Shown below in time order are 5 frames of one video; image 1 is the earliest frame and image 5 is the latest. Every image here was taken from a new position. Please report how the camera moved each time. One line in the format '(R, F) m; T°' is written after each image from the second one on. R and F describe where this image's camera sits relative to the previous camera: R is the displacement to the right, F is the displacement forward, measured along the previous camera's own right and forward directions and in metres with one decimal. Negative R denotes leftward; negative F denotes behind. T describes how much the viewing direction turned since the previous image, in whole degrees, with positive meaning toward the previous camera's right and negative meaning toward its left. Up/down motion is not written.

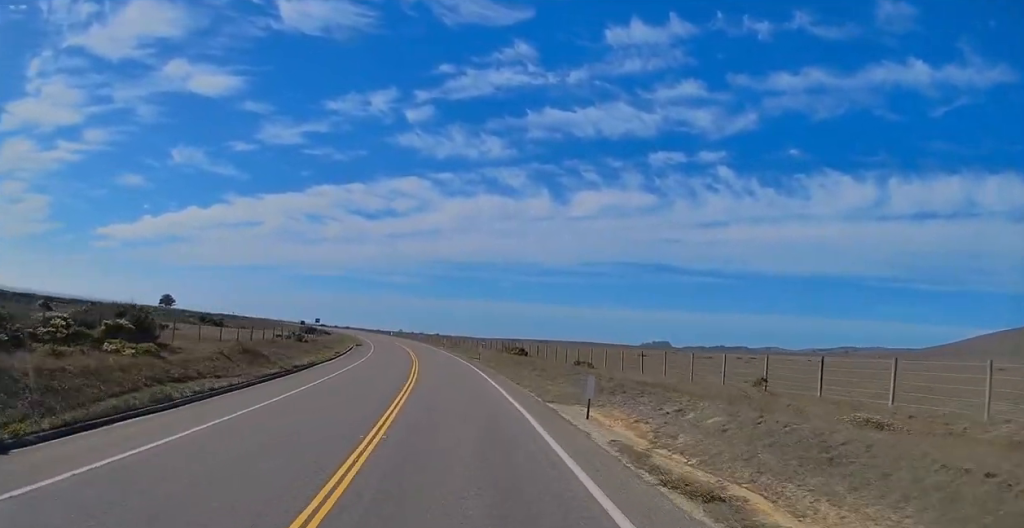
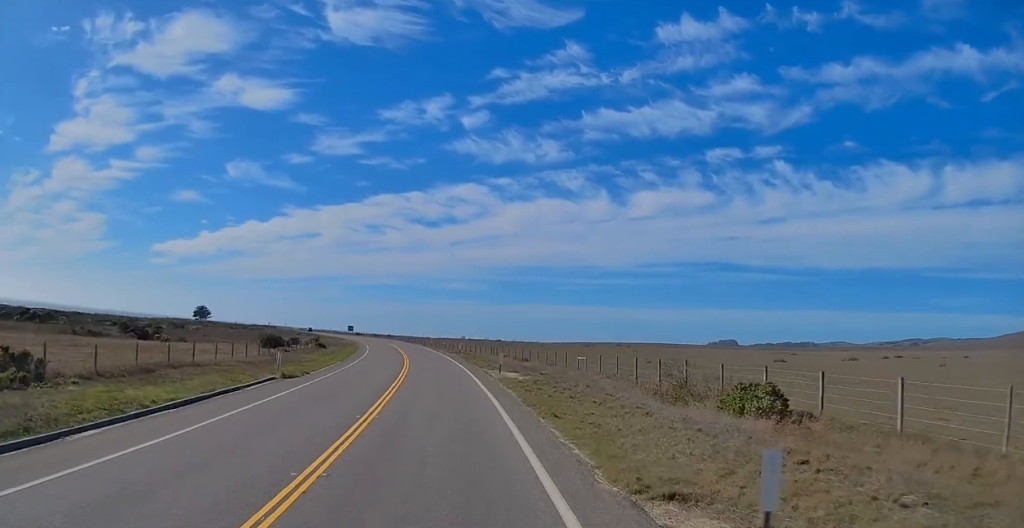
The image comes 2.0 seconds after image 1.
(-1.6, +49.8) m; -6°
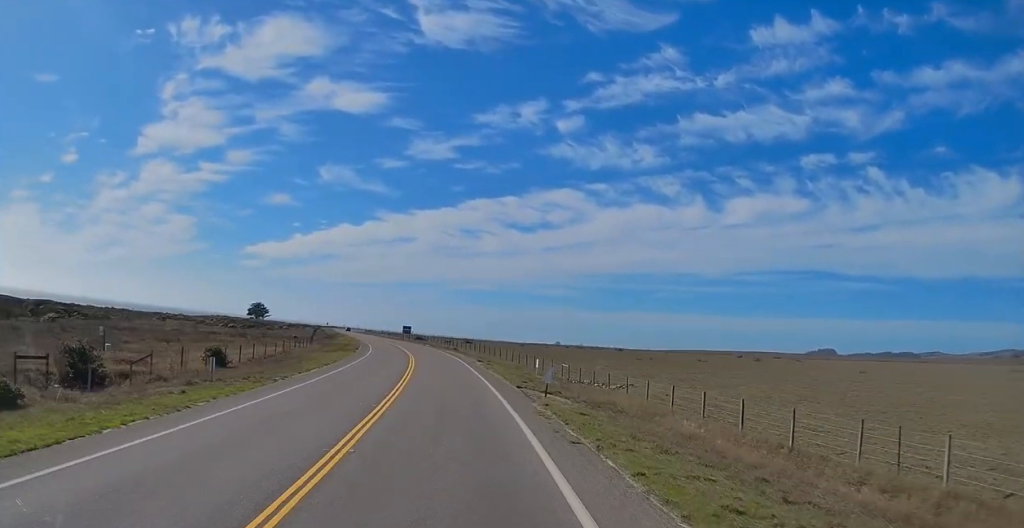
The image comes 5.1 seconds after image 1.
(-5.5, +73.9) m; -7°
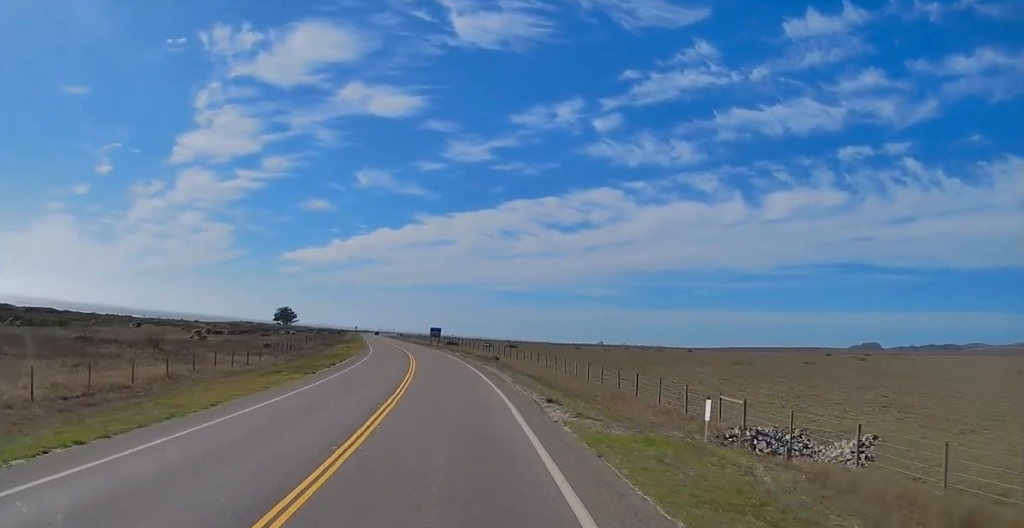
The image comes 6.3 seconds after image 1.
(-1.0, +28.7) m; -4°
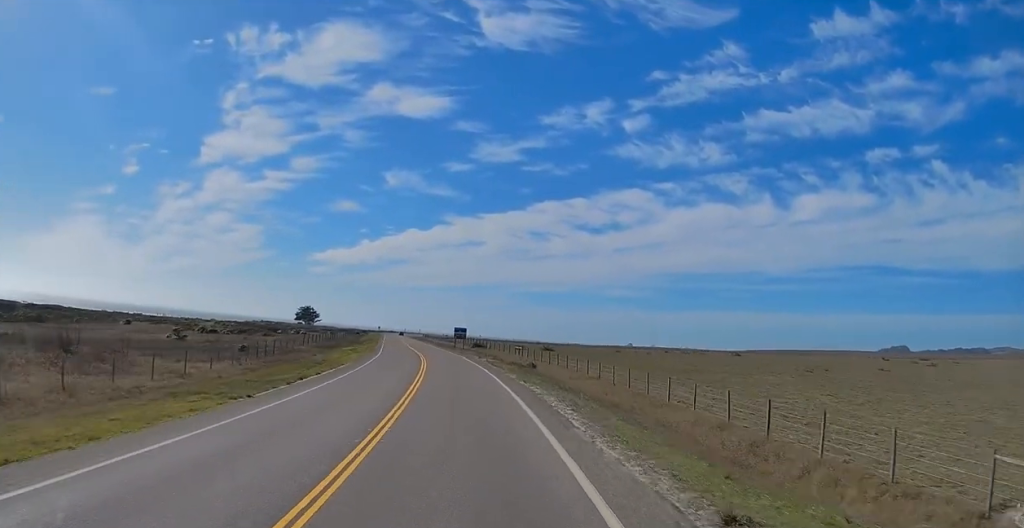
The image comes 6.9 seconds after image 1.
(-0.5, +13.0) m; -2°
